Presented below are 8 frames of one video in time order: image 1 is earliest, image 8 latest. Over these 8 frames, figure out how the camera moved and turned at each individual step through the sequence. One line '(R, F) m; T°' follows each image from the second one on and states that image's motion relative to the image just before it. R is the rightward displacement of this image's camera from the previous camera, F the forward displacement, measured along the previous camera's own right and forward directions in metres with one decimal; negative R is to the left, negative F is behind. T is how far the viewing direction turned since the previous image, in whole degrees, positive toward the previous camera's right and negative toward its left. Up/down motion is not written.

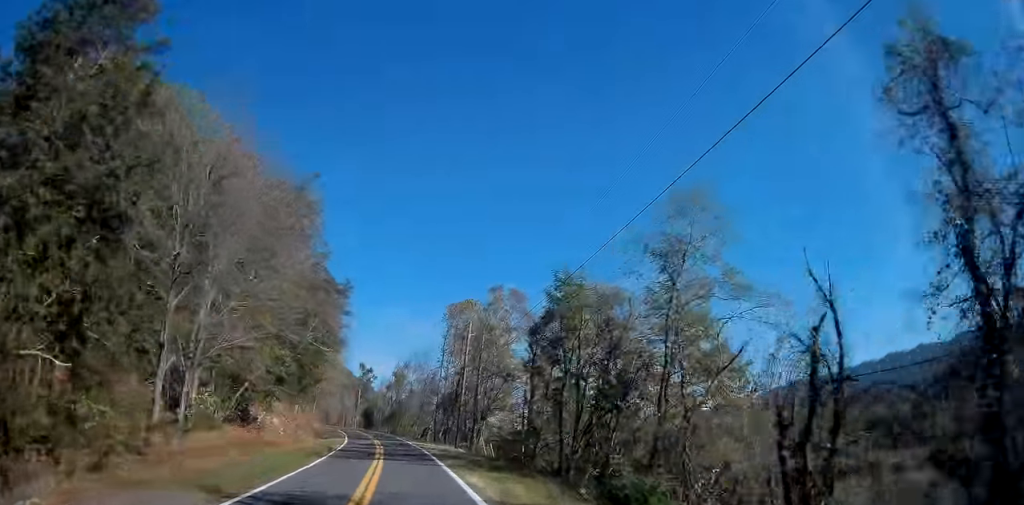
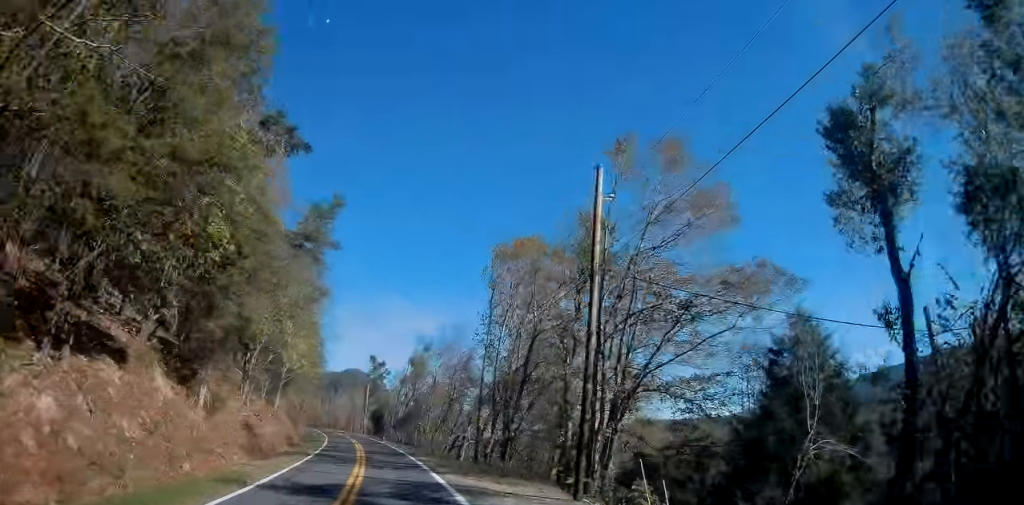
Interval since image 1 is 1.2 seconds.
(-0.3, +30.6) m; -2°
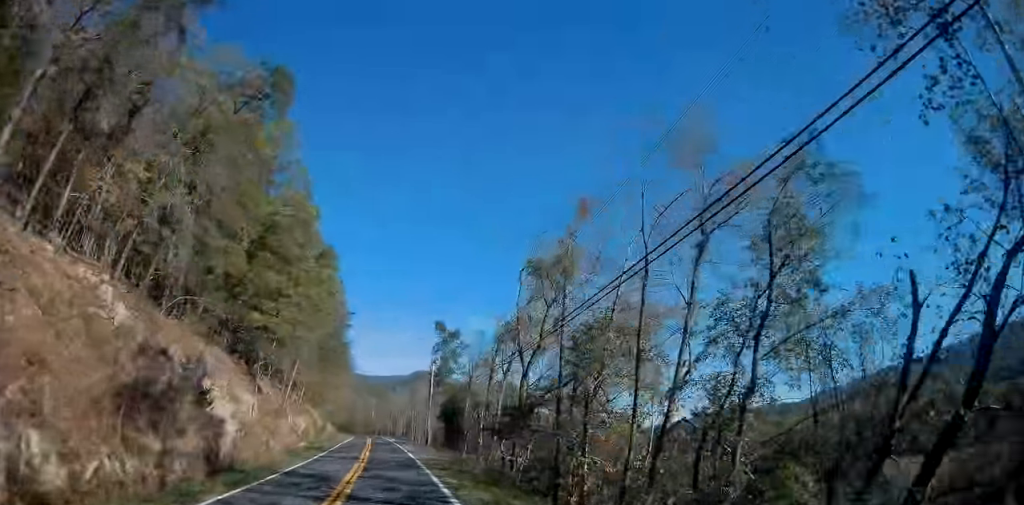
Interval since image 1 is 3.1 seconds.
(-2.4, +49.7) m; -6°
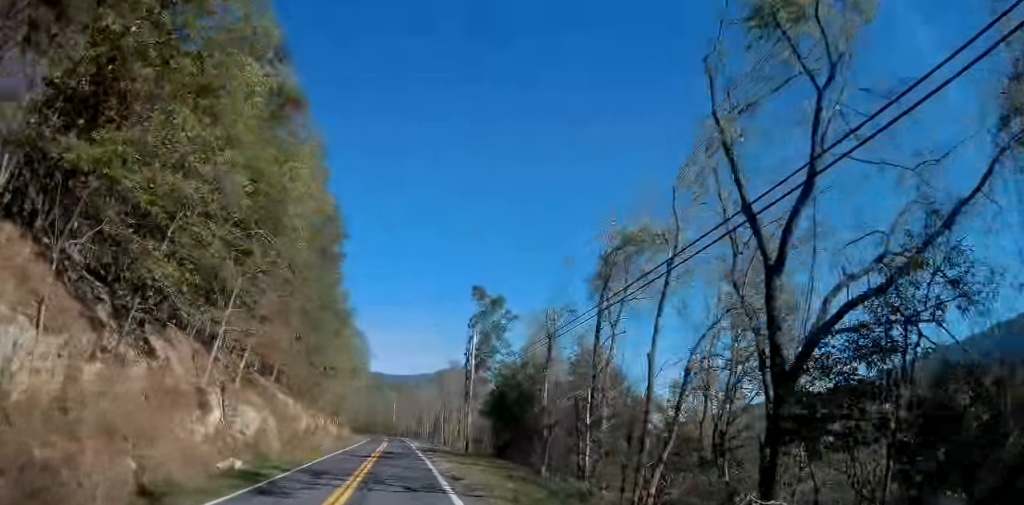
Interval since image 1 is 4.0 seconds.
(-0.8, +23.5) m; -3°
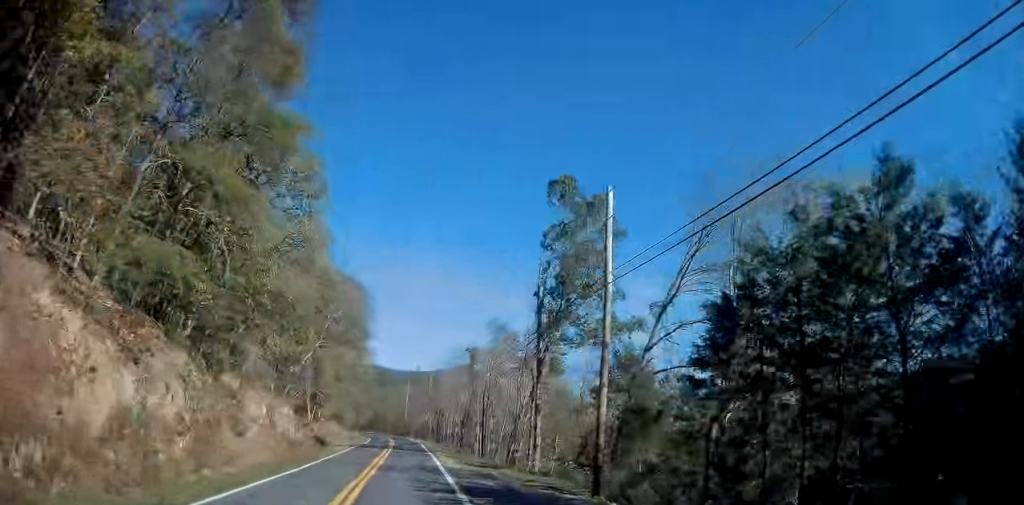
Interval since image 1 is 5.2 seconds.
(-0.6, +31.8) m; -1°
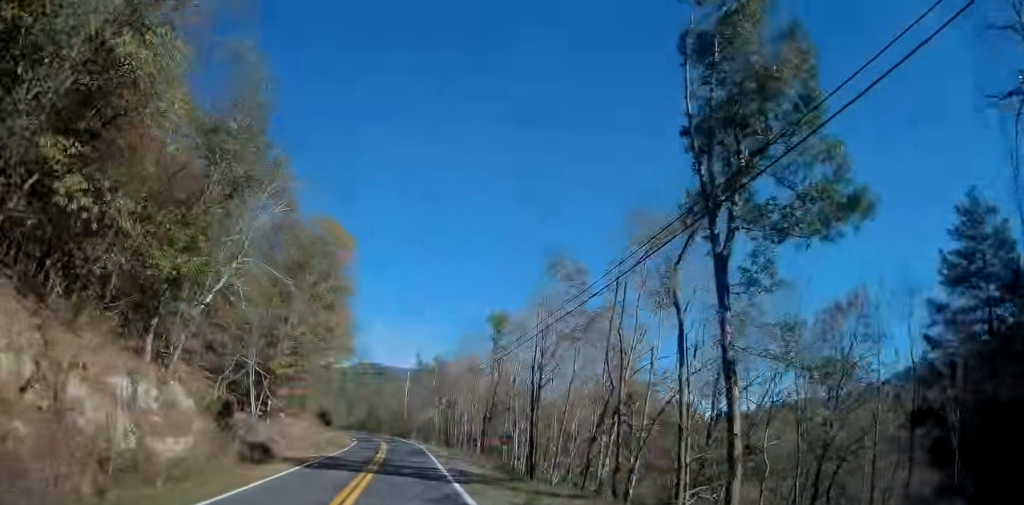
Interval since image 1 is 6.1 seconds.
(+0.1, +22.6) m; -1°
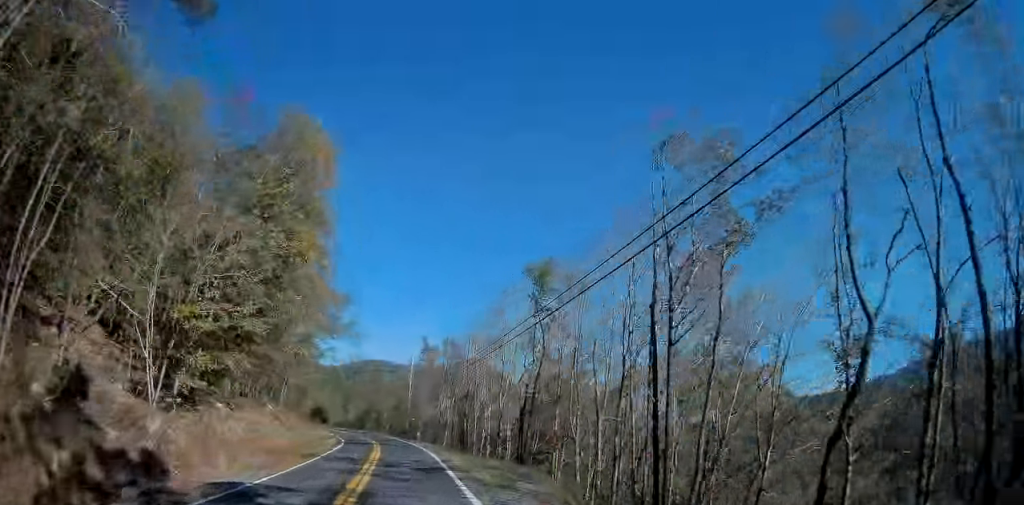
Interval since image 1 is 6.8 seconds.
(-0.1, +17.2) m; -1°
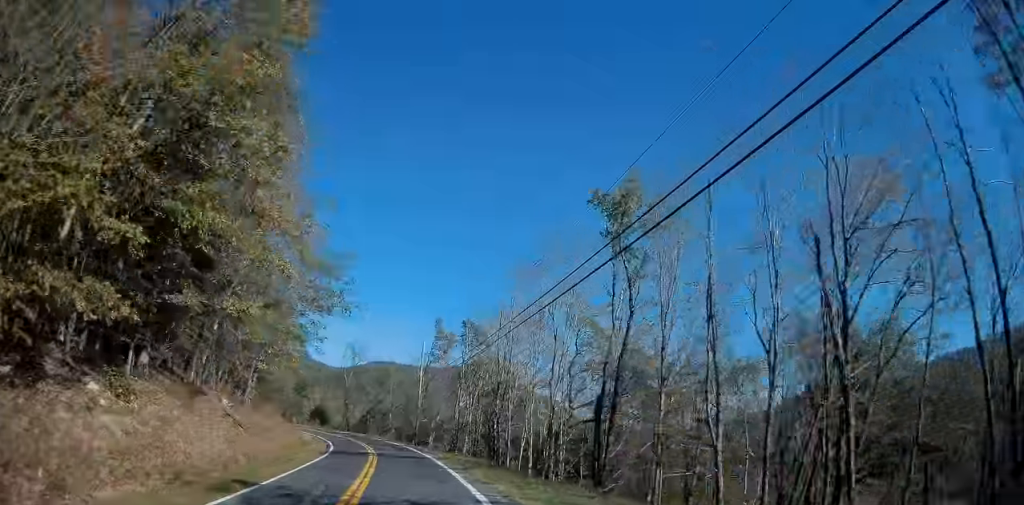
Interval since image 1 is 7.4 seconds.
(-0.2, +14.5) m; -1°
